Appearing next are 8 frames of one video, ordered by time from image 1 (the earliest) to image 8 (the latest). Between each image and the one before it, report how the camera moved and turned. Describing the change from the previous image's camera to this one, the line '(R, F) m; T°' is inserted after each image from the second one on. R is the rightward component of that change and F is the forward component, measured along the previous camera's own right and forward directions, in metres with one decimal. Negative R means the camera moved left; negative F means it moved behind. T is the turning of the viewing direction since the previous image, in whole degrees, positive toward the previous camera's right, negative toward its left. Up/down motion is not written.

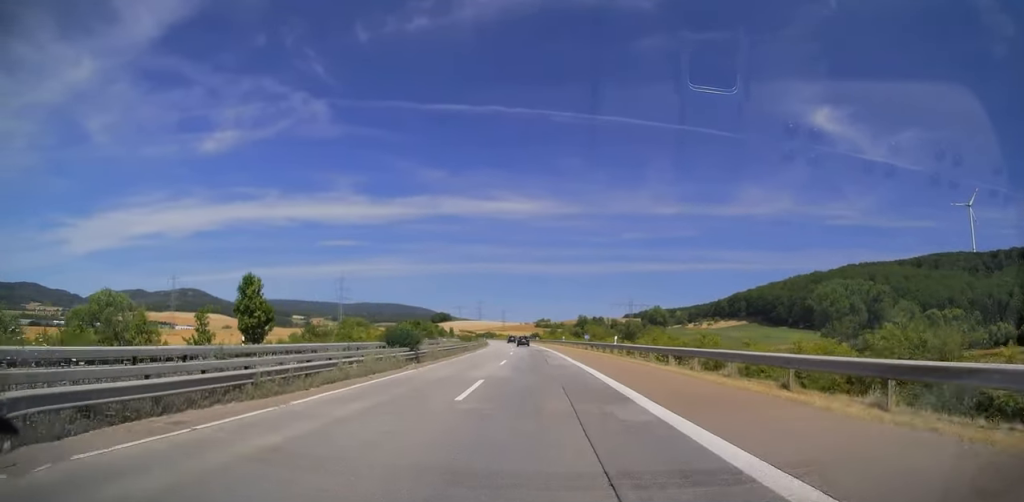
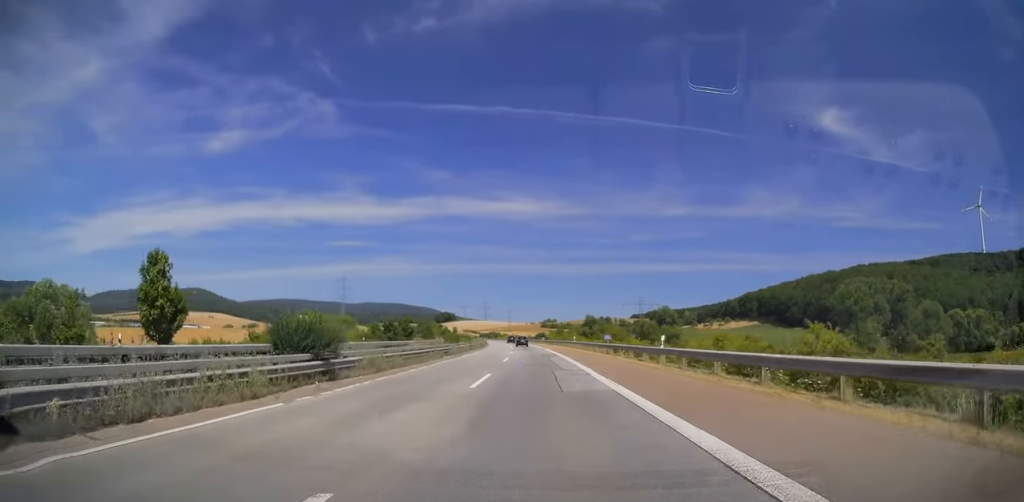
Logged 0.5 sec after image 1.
(-0.1, +14.3) m; -1°
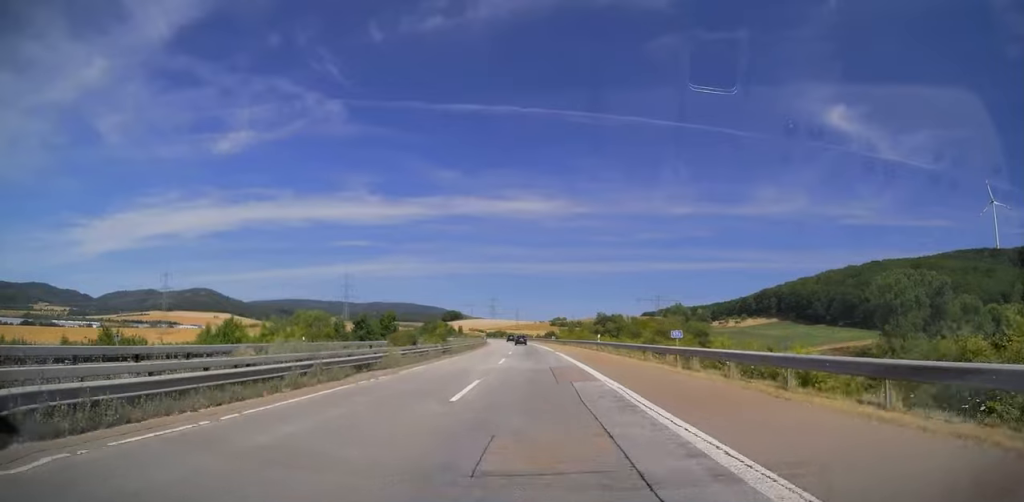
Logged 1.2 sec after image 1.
(-0.2, +21.5) m; -1°
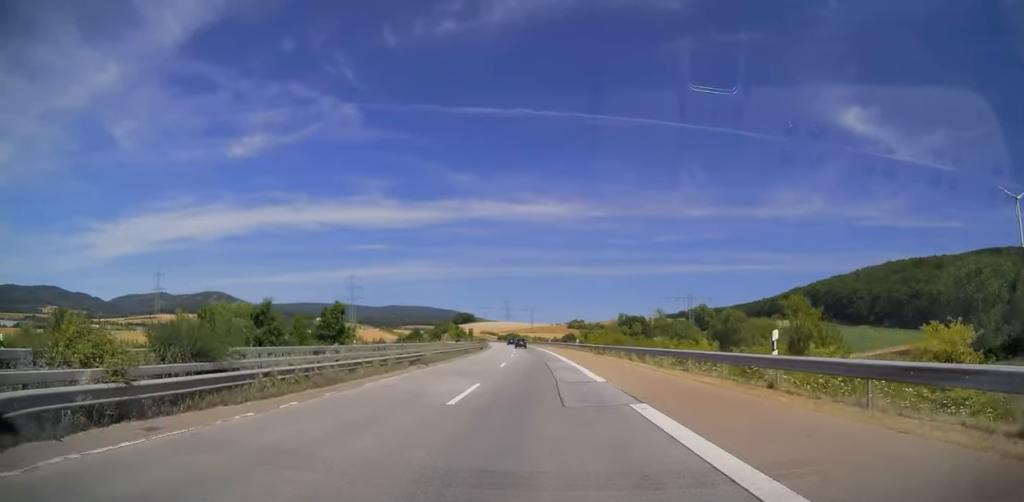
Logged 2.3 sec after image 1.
(-0.5, +35.4) m; -2°
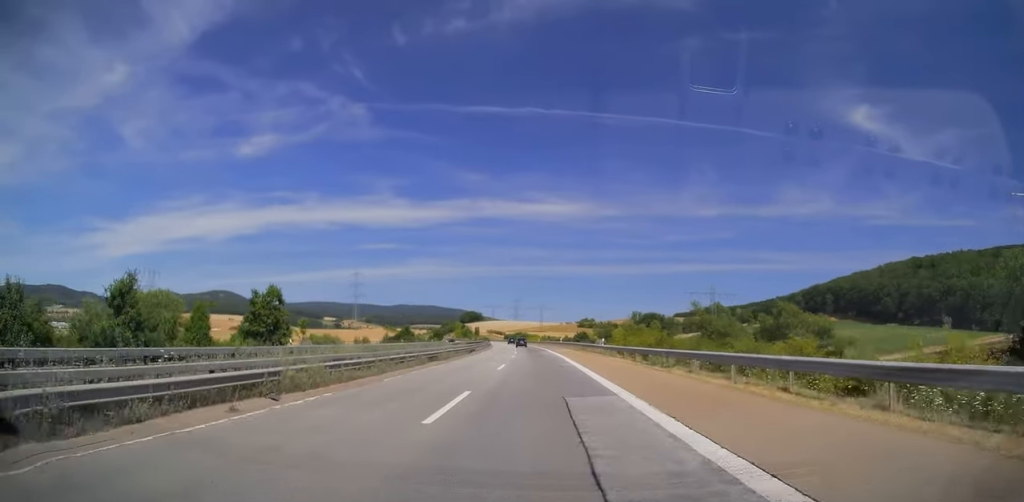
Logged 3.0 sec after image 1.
(-0.2, +20.5) m; -1°
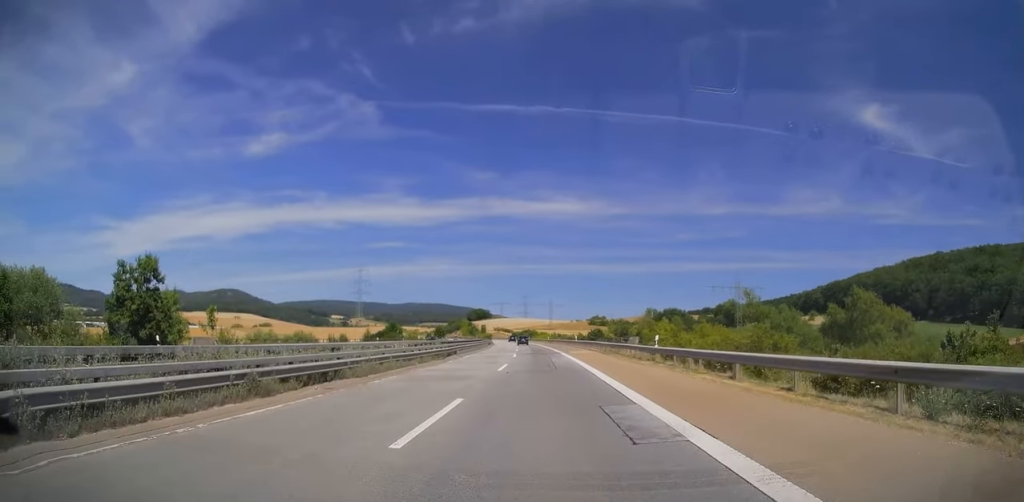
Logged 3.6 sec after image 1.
(-0.1, +20.0) m; -1°
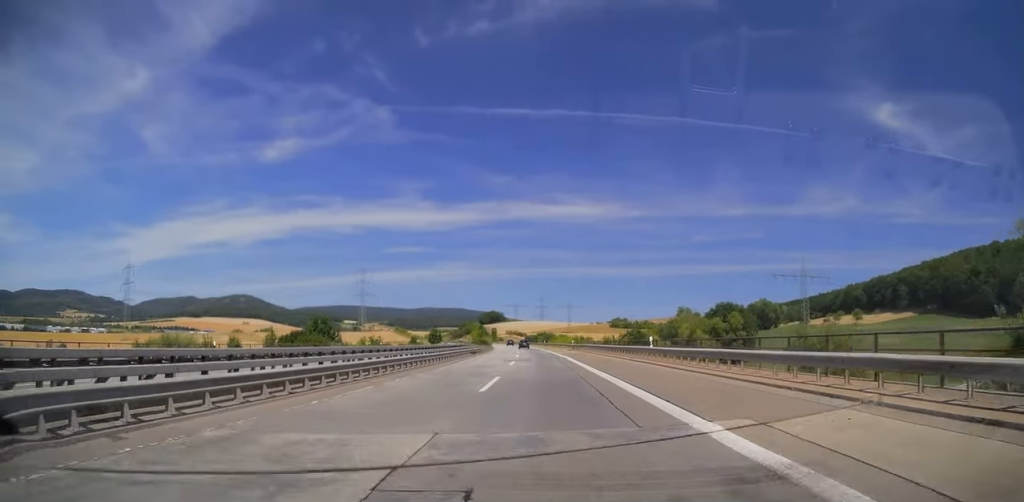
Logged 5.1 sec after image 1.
(-0.6, +44.6) m; -2°
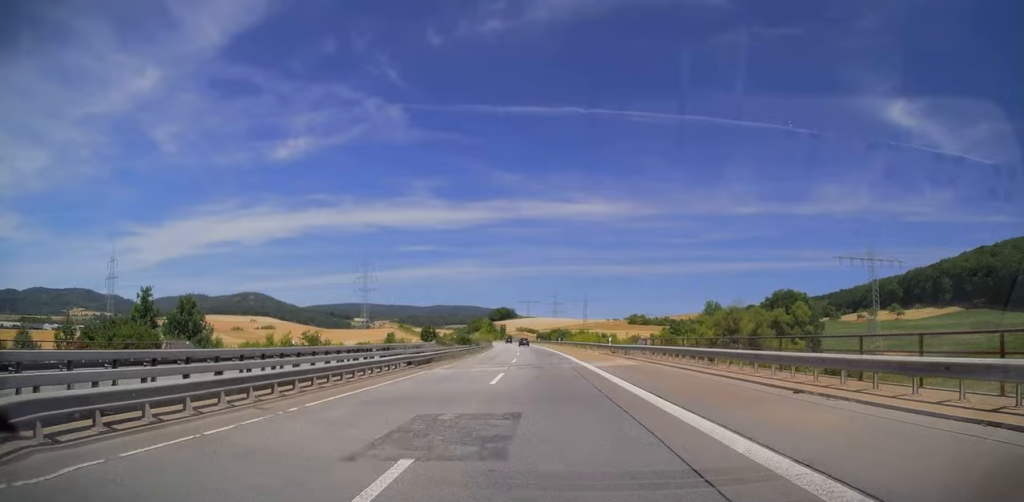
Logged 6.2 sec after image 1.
(-0.5, +32.9) m; -1°
